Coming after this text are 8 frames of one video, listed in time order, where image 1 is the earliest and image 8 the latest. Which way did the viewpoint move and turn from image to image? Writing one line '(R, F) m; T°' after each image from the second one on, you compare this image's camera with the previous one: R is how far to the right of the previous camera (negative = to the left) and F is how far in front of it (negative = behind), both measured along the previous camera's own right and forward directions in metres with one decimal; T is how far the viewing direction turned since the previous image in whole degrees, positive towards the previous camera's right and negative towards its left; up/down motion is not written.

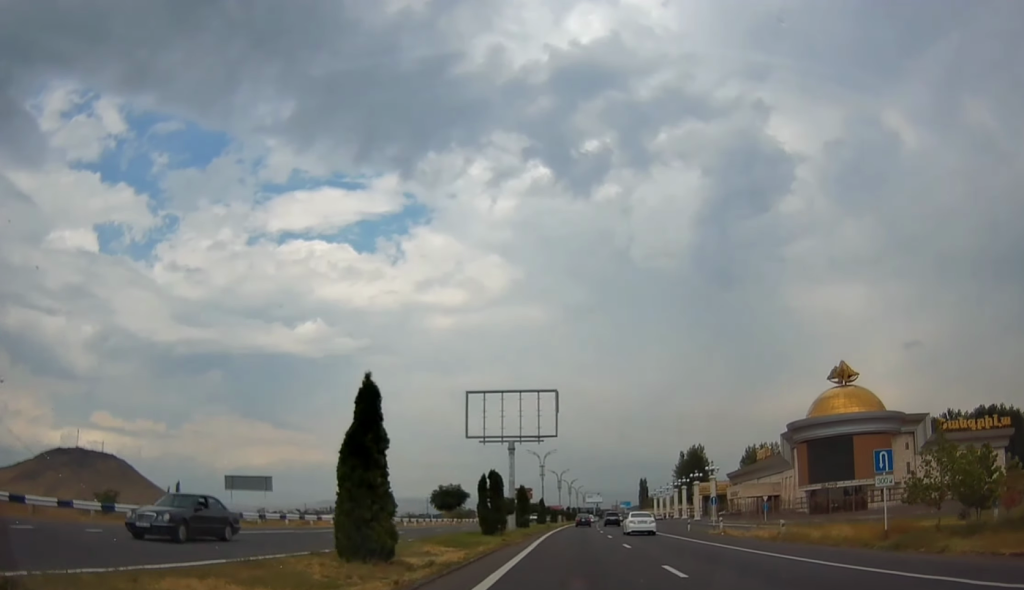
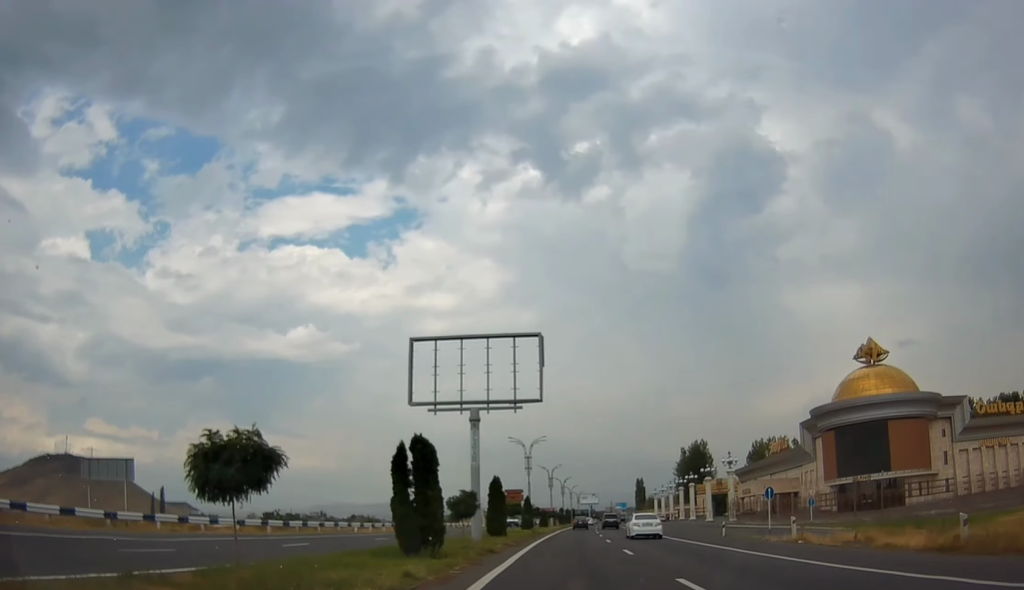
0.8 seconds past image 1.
(0.0, +15.0) m; 0°
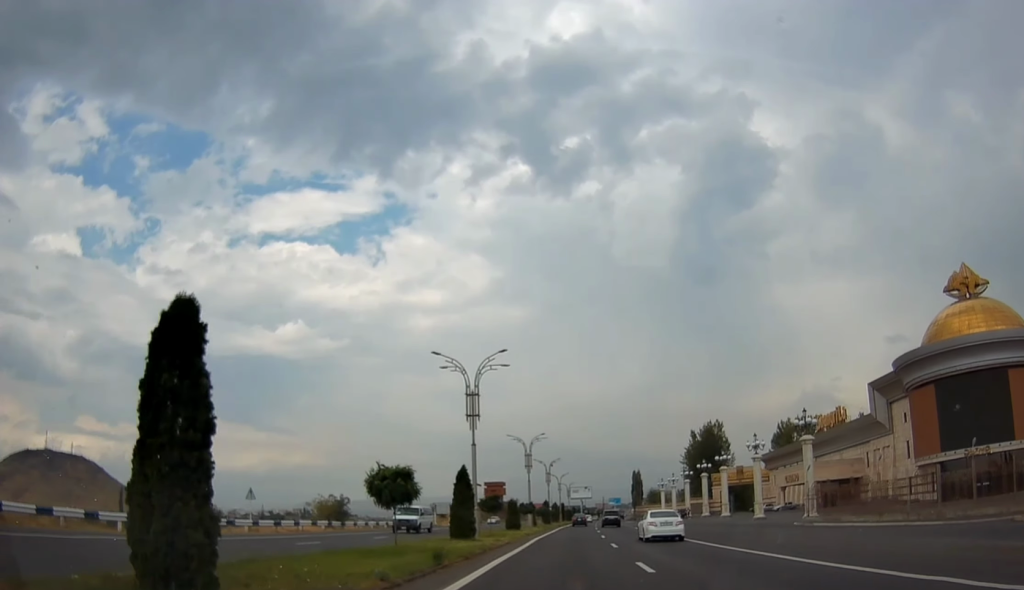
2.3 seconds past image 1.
(+0.3, +31.3) m; +1°
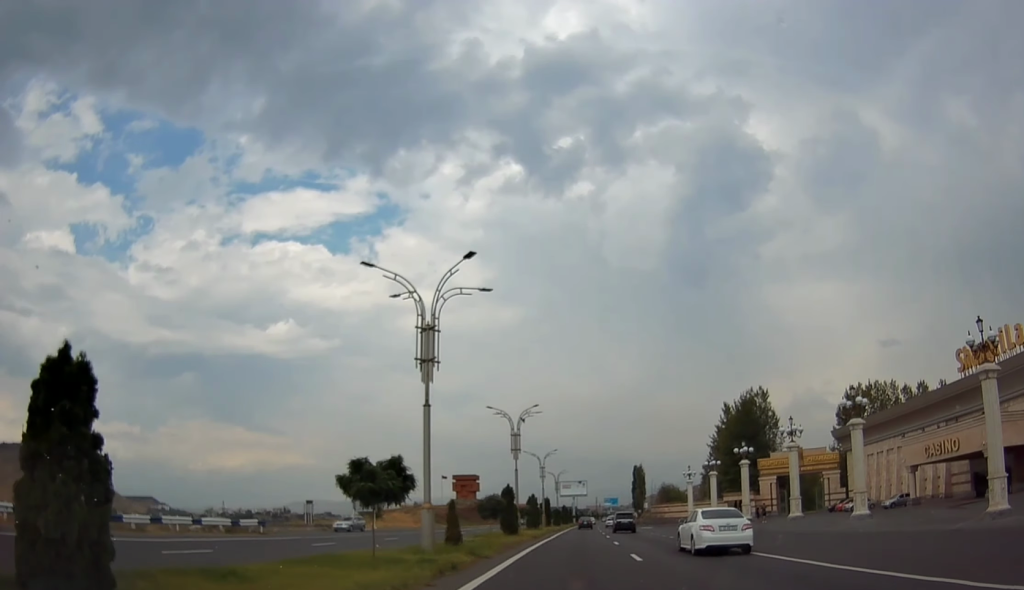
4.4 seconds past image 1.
(+0.1, +42.8) m; +1°
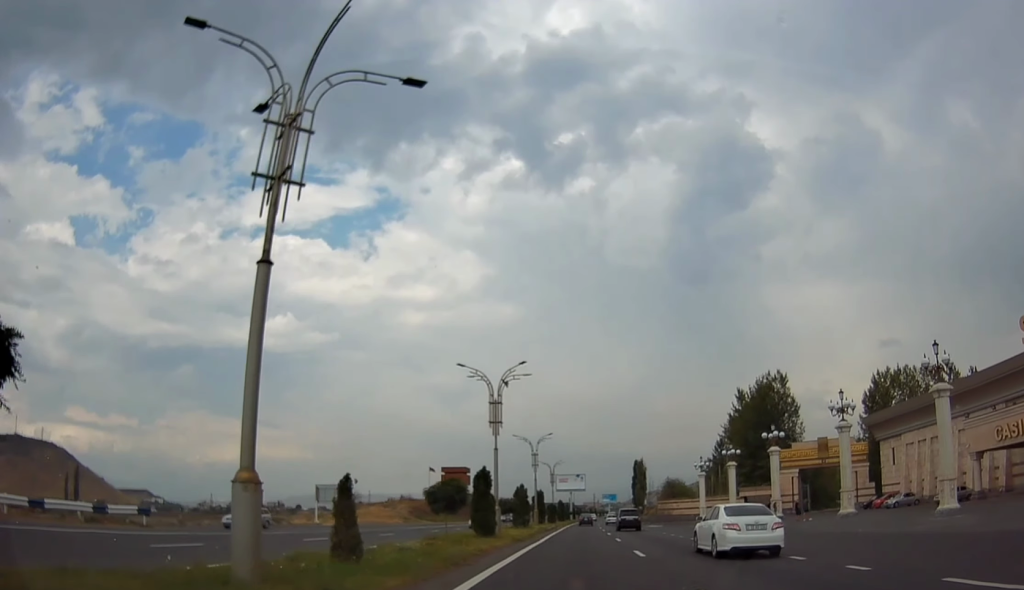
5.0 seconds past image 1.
(+0.4, +11.5) m; +1°
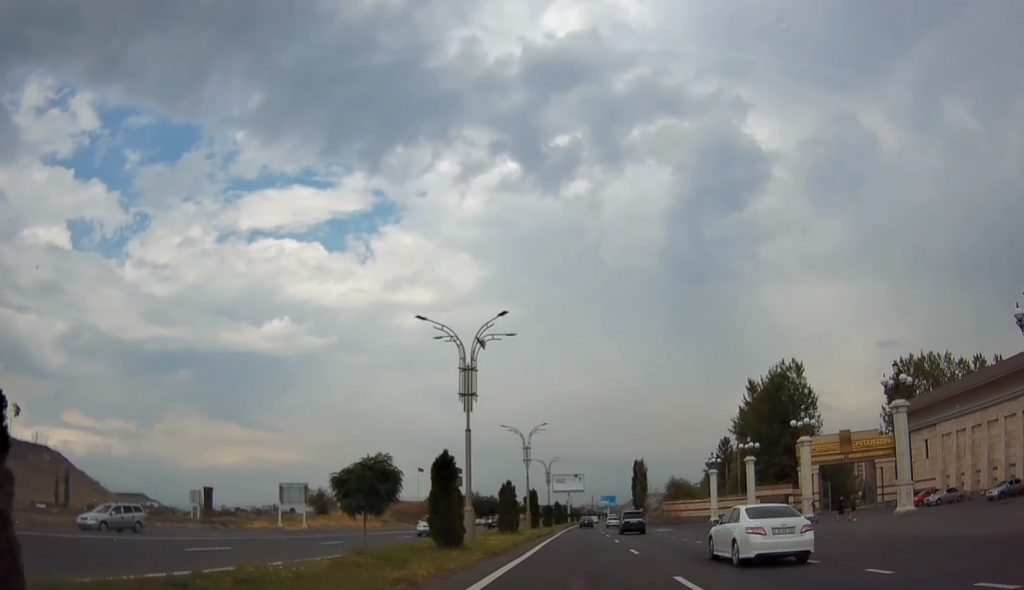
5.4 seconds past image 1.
(+0.1, +8.8) m; 0°
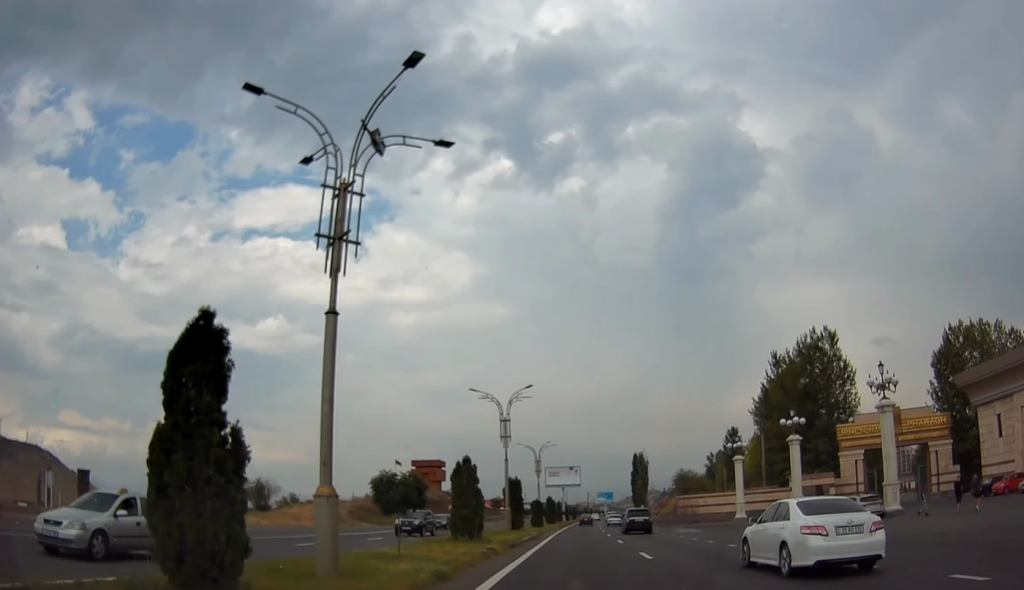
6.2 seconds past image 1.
(-0.2, +15.4) m; 0°
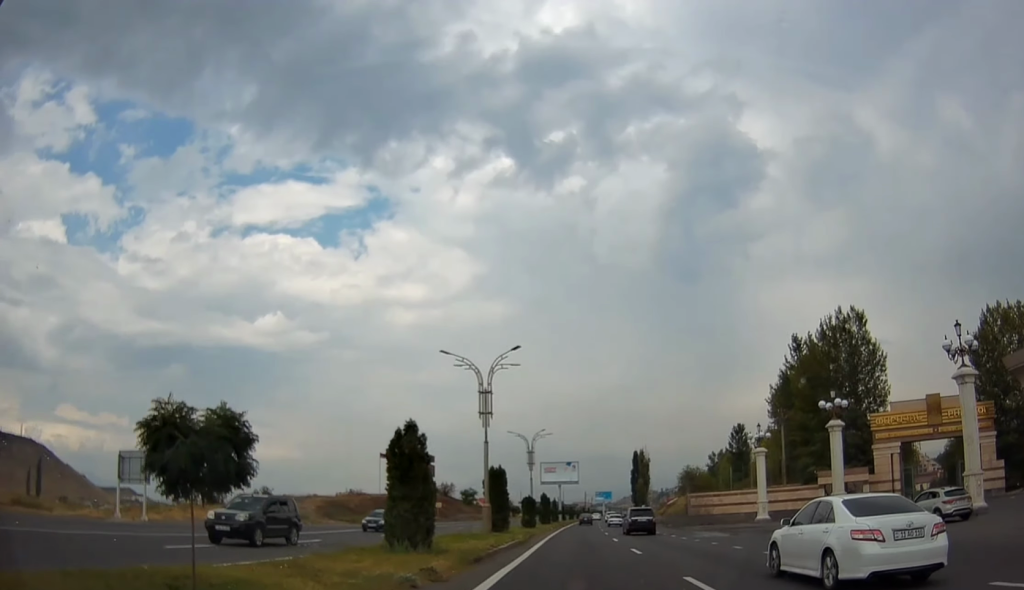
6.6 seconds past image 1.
(0.0, +9.2) m; 0°
